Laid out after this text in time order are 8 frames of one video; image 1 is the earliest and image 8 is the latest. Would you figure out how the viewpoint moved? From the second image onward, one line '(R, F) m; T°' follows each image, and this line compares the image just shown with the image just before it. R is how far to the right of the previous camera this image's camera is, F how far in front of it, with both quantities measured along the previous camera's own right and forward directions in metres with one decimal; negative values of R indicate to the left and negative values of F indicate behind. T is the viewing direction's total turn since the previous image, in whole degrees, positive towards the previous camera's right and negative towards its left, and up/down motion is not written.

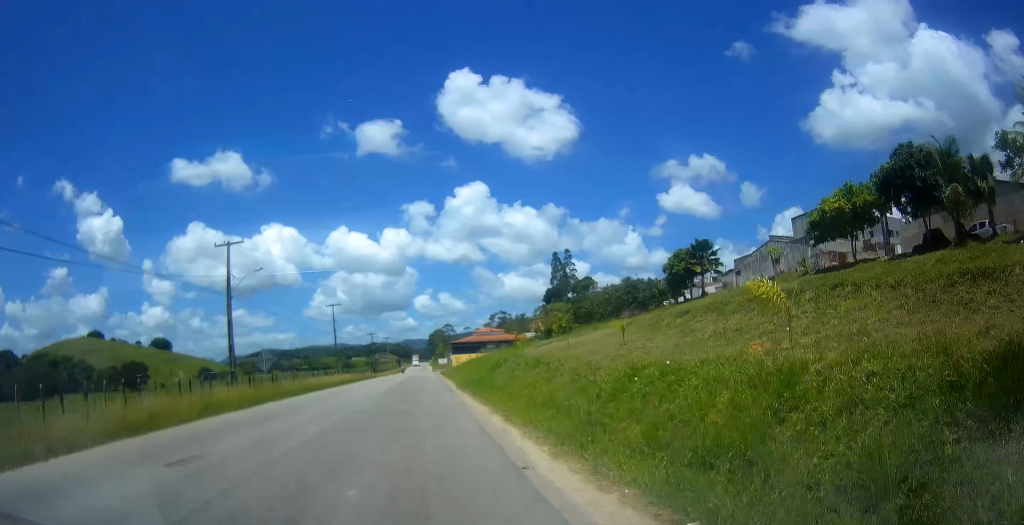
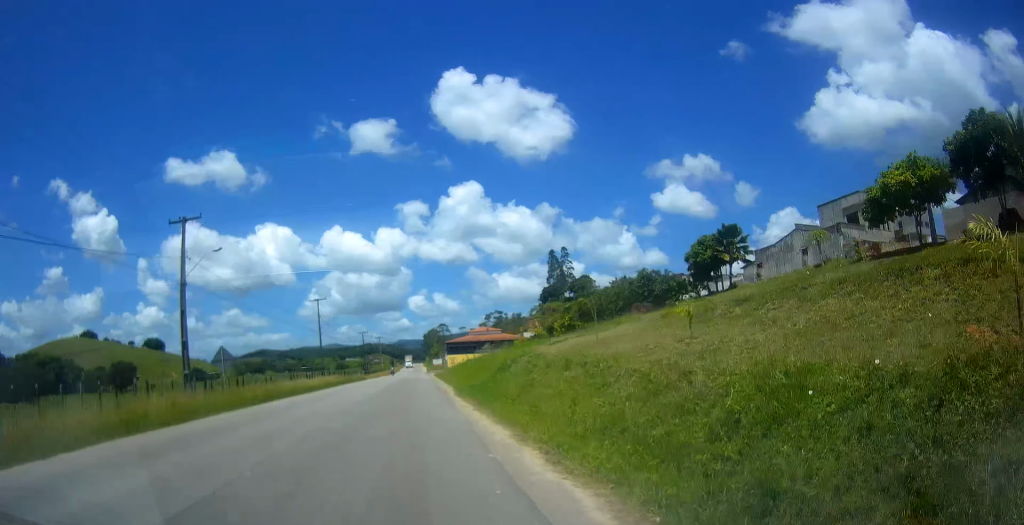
(-0.1, +6.1) m; 0°
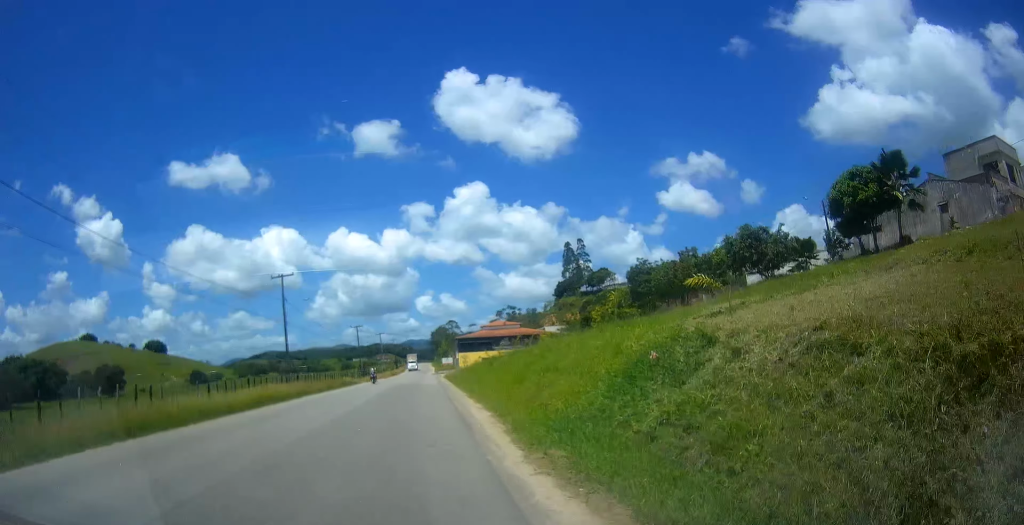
(0.0, +19.7) m; 0°
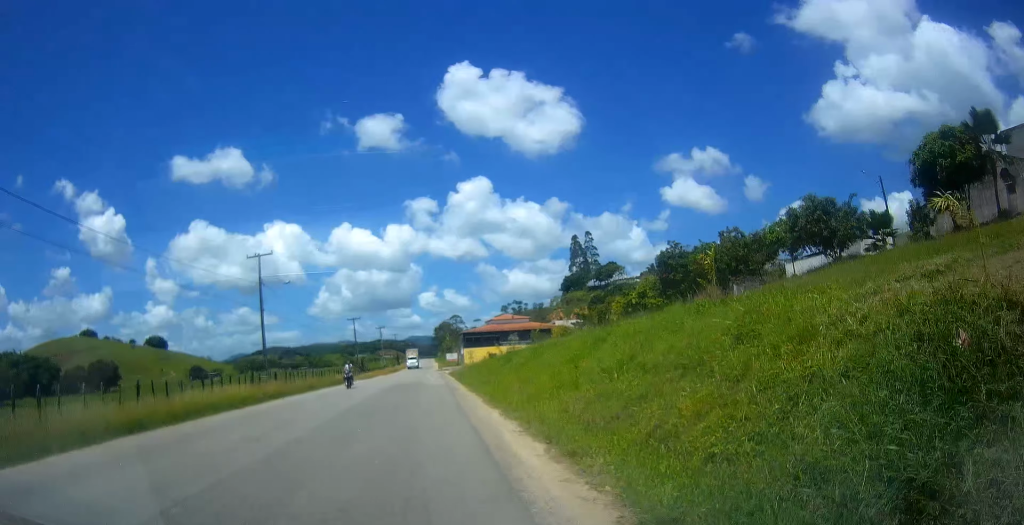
(0.0, +8.1) m; +1°
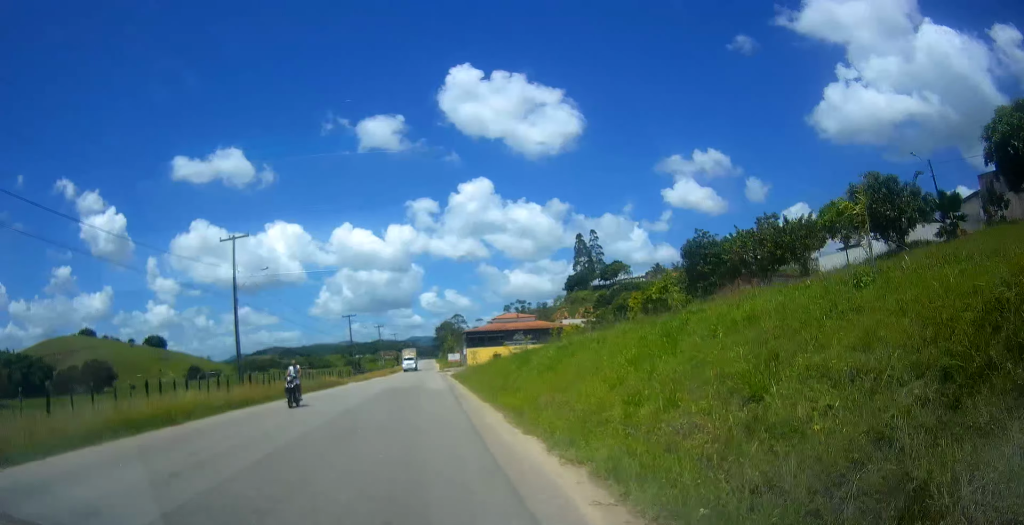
(0.0, +6.3) m; +1°
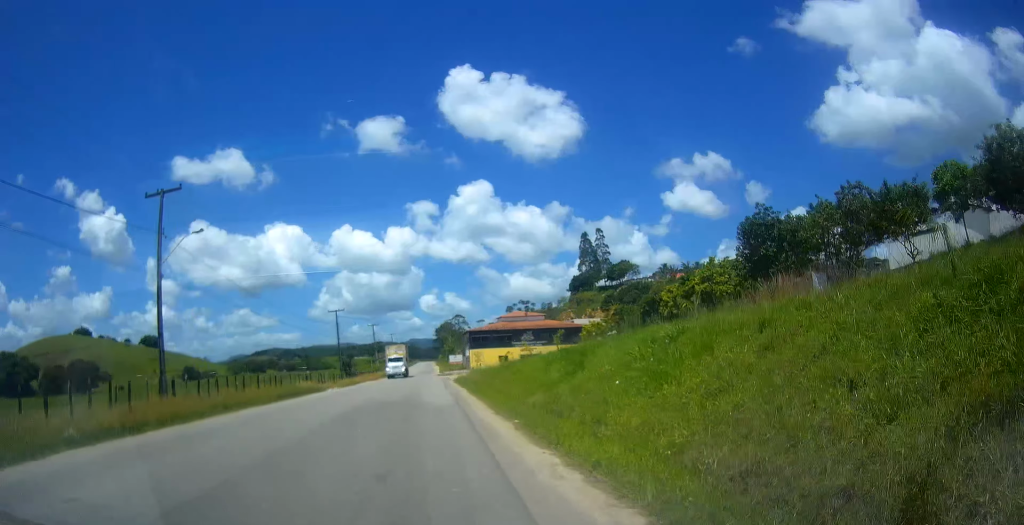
(+0.1, +11.4) m; +2°
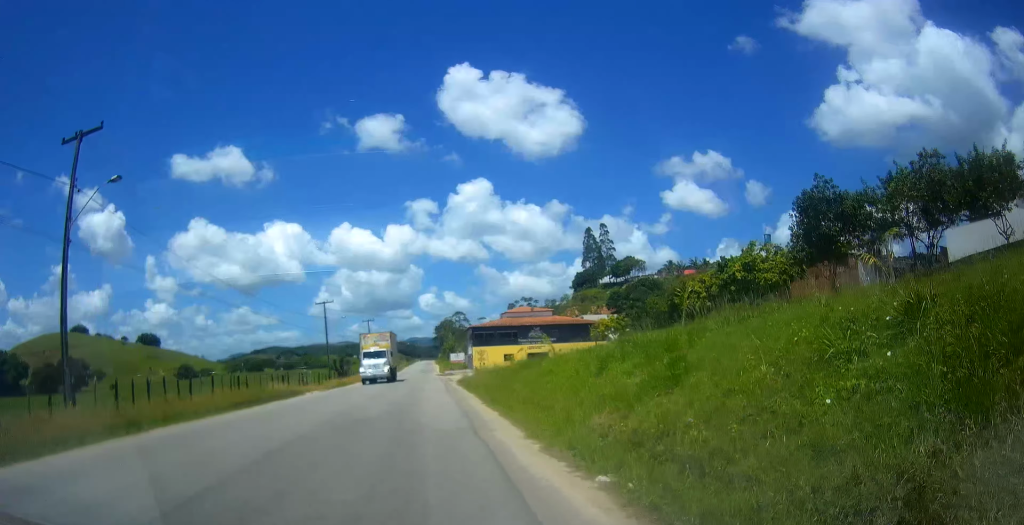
(+0.1, +8.4) m; +2°
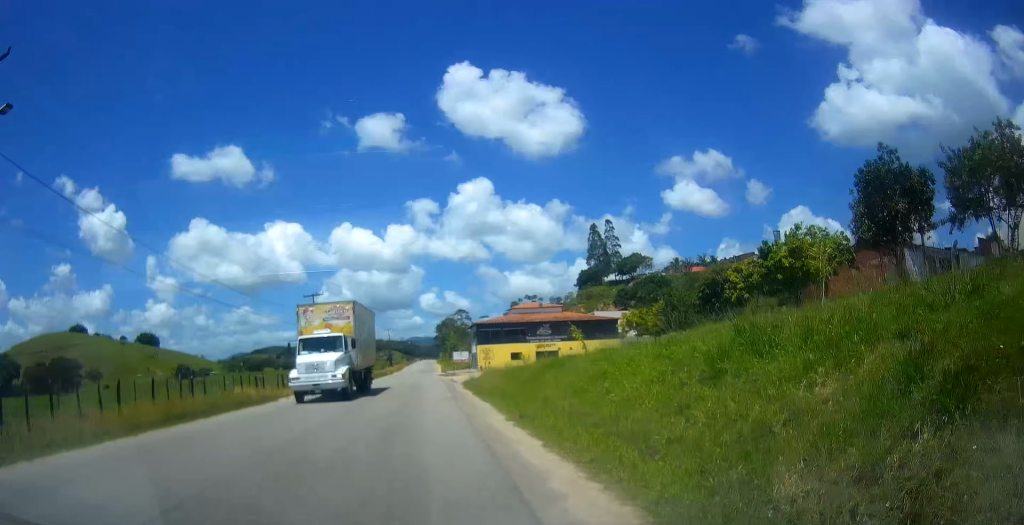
(+0.1, +7.5) m; +2°
